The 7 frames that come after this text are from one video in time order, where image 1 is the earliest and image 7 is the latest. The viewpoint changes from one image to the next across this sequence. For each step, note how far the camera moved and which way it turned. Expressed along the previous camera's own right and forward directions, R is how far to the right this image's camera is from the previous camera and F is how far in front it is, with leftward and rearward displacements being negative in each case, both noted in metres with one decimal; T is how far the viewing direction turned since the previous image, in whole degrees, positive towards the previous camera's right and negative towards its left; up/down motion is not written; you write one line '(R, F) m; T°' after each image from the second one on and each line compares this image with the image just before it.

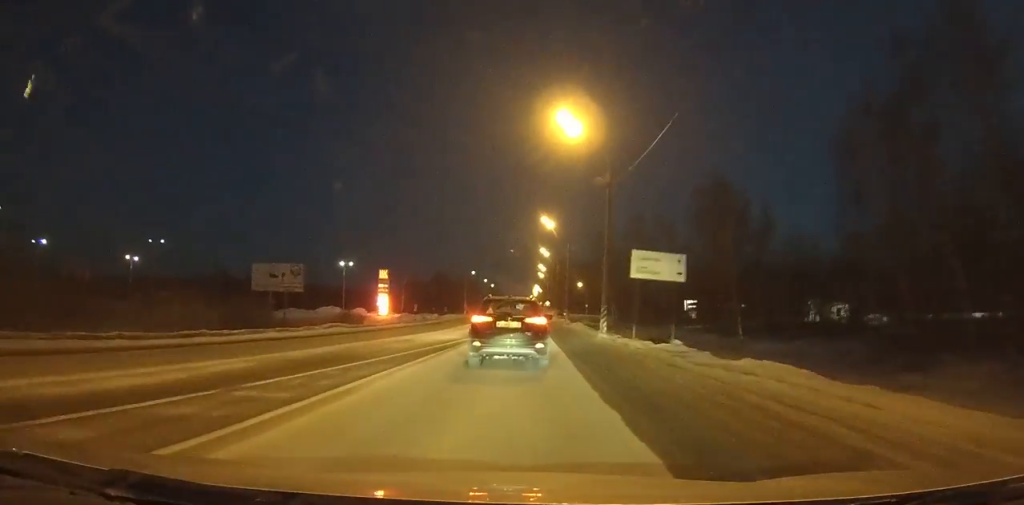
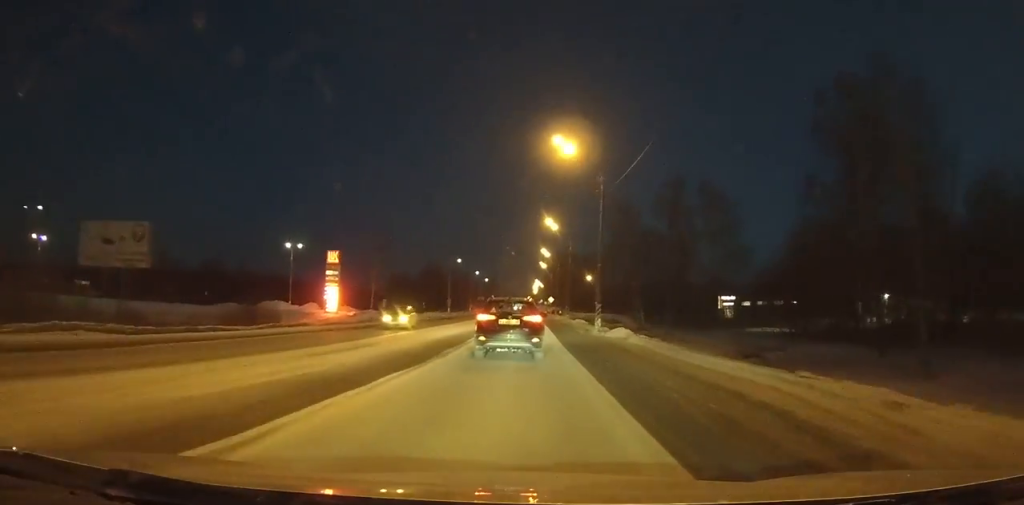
(-0.1, +30.1) m; 0°
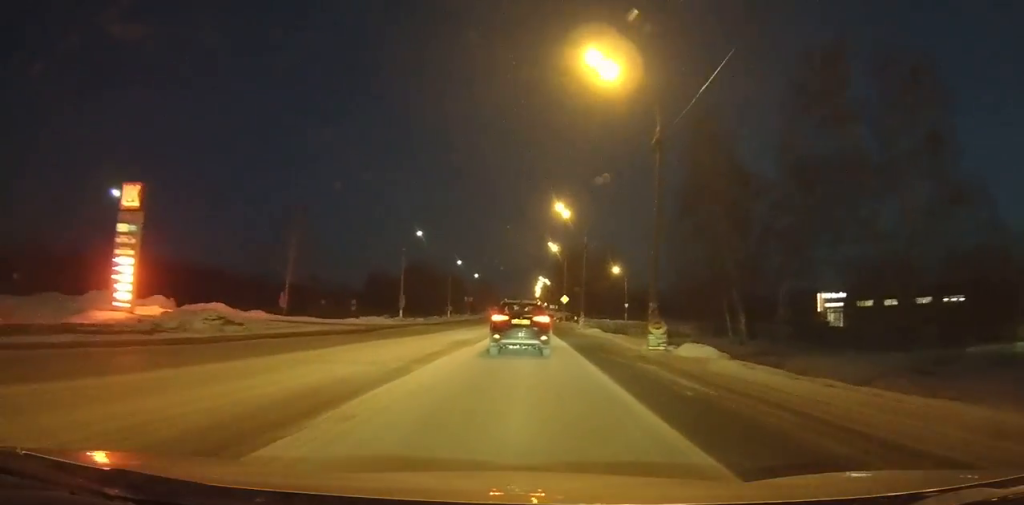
(+0.1, +44.2) m; 0°
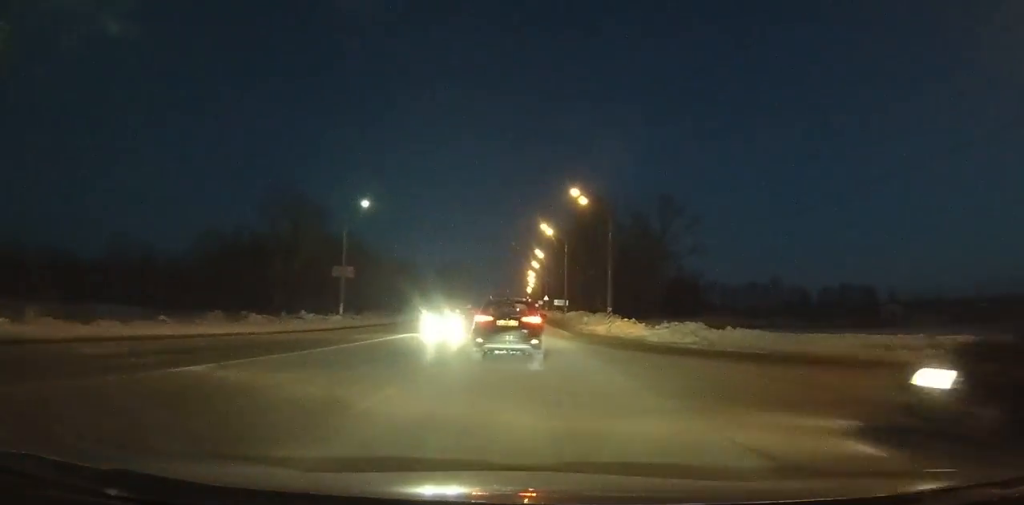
(+0.5, +98.5) m; 0°
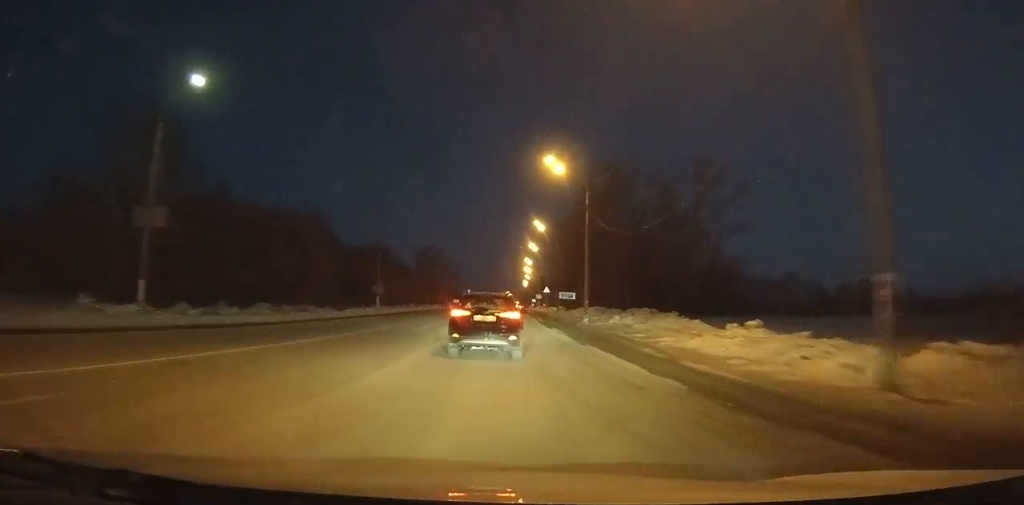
(+0.1, +28.5) m; 0°
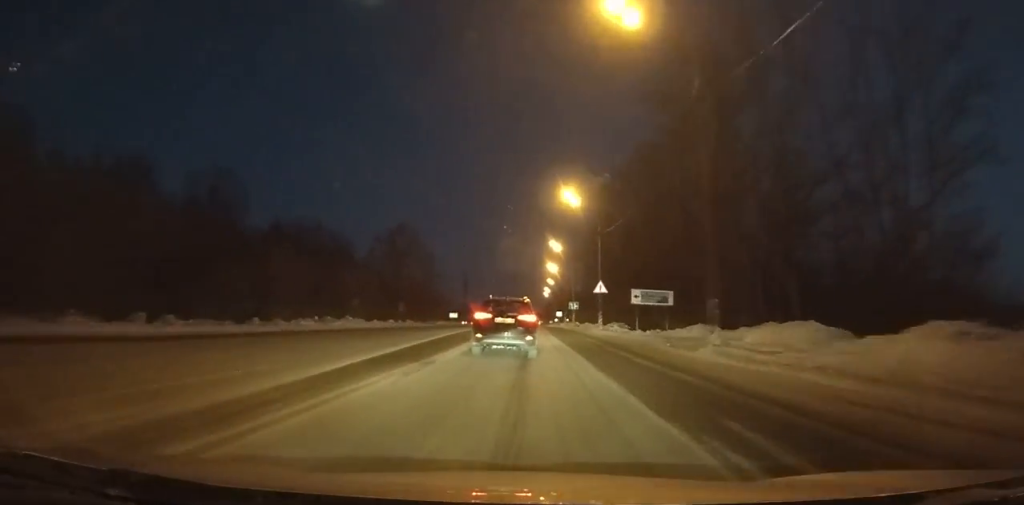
(-0.4, +54.9) m; 0°
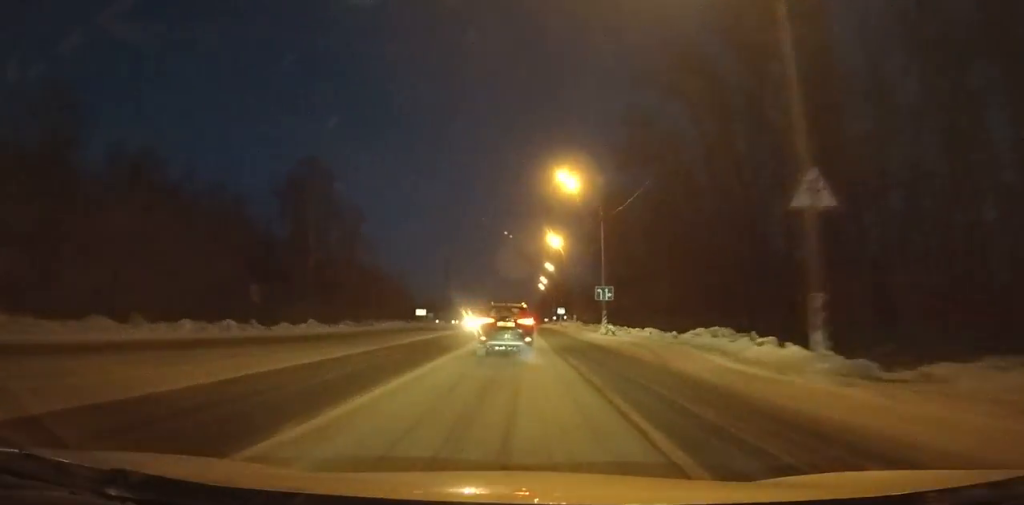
(+0.1, +38.4) m; 0°
